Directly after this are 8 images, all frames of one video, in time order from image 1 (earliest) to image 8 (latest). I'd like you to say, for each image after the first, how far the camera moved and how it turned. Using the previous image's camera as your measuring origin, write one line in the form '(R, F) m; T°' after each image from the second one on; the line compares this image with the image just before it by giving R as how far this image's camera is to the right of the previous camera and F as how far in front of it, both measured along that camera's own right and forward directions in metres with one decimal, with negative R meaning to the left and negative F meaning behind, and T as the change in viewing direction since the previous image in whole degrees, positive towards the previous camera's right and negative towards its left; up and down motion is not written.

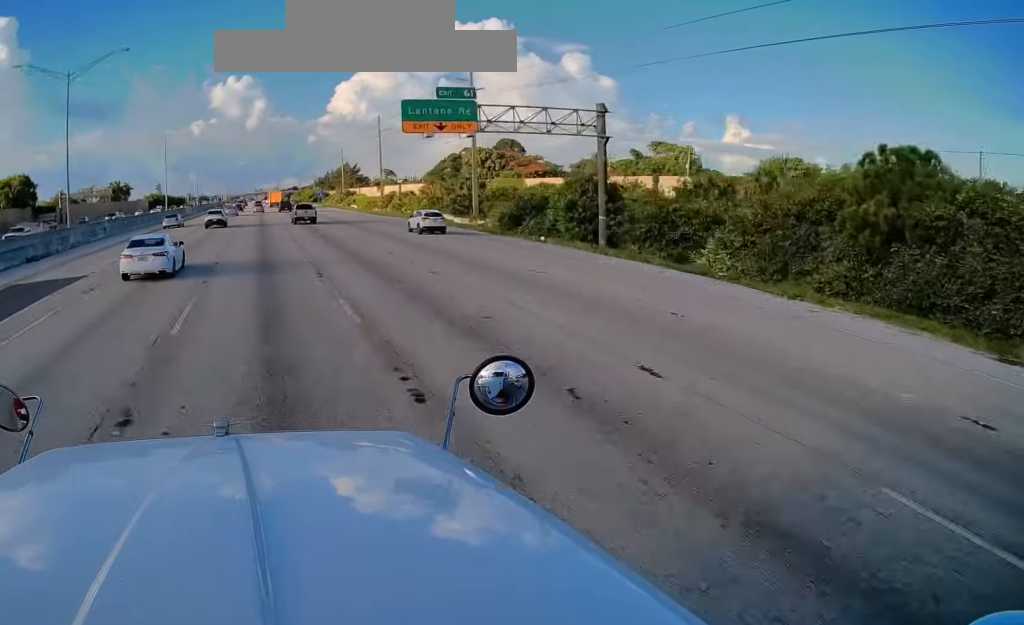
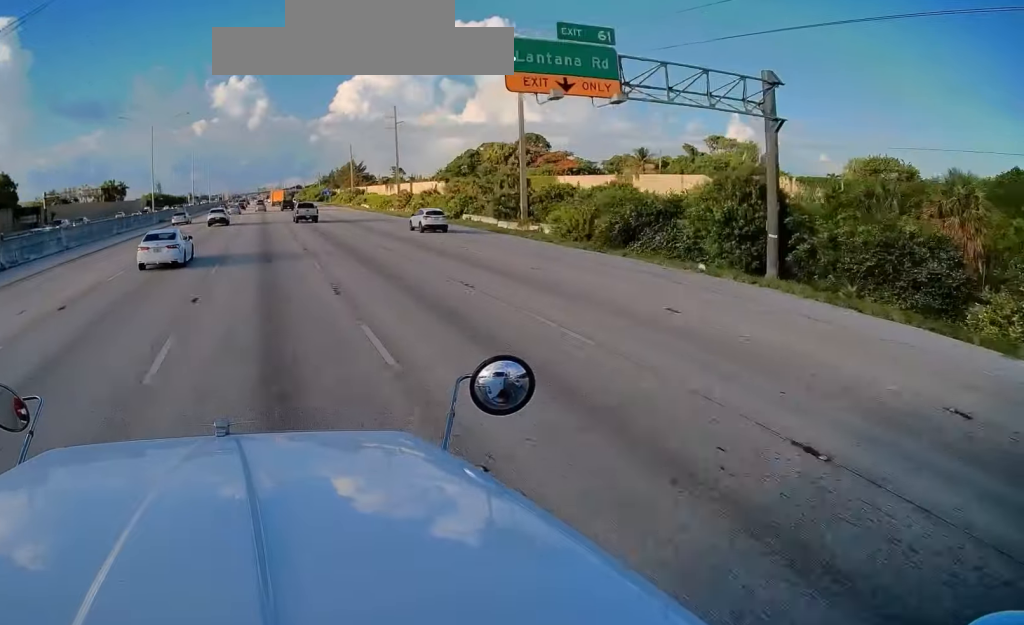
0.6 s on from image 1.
(-0.2, +15.8) m; -1°
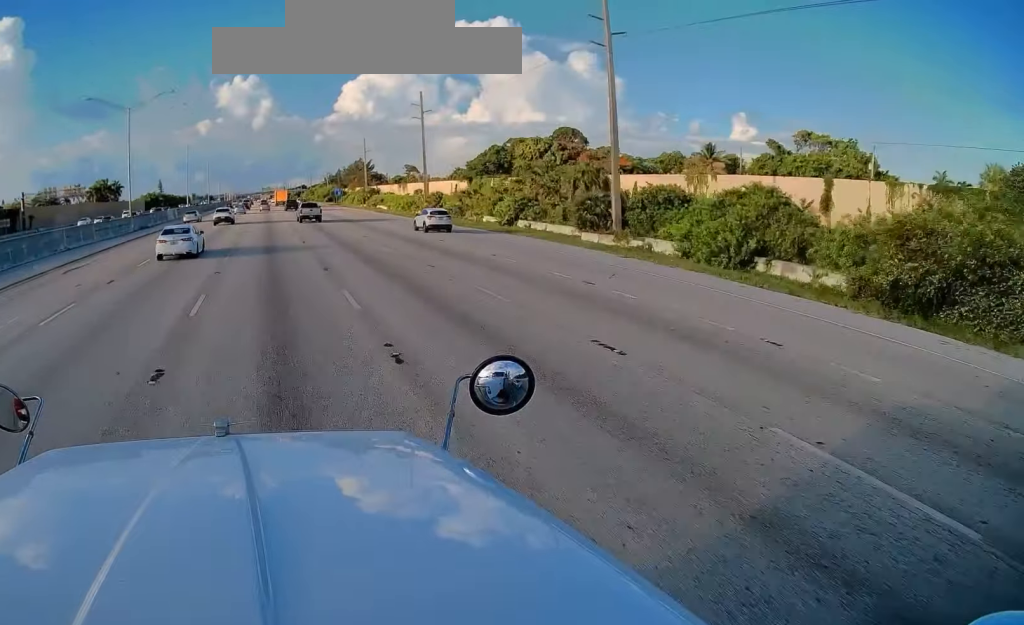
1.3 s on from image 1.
(-0.1, +18.4) m; 0°
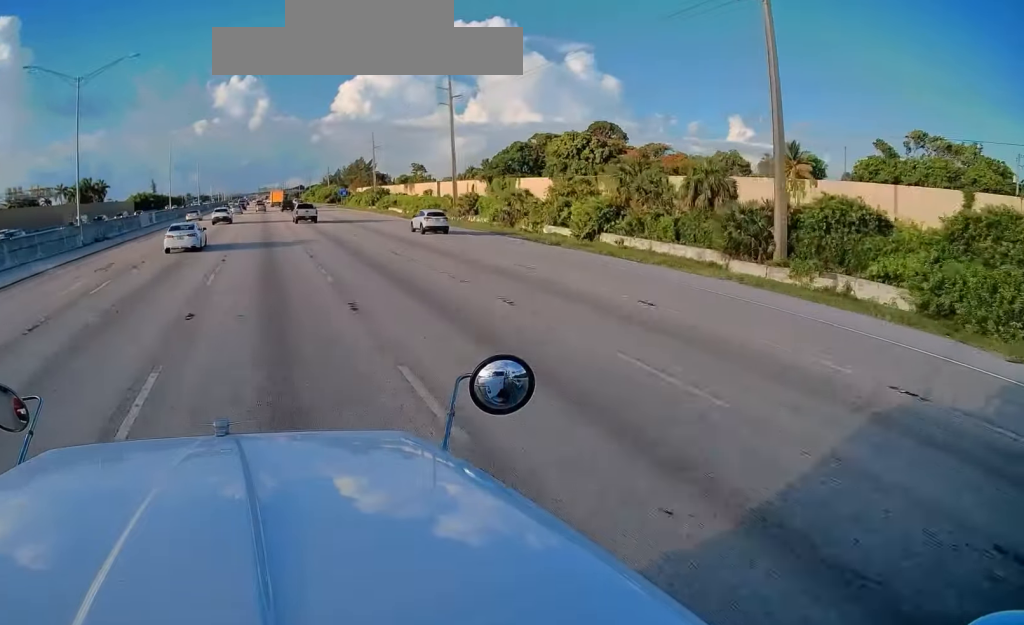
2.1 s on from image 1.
(0.0, +21.0) m; +1°
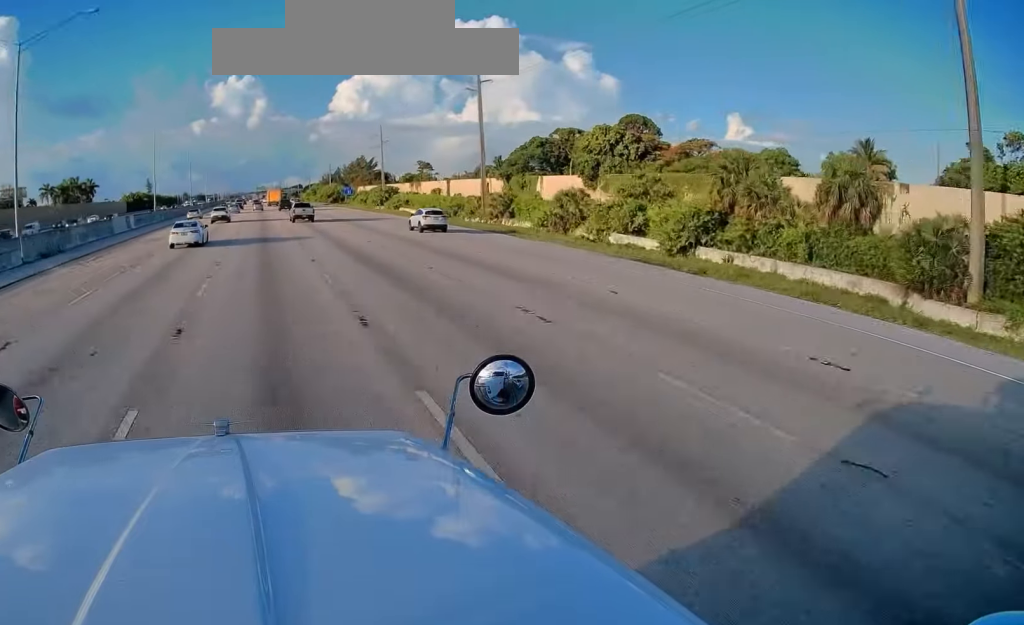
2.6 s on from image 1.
(+0.1, +14.0) m; +1°
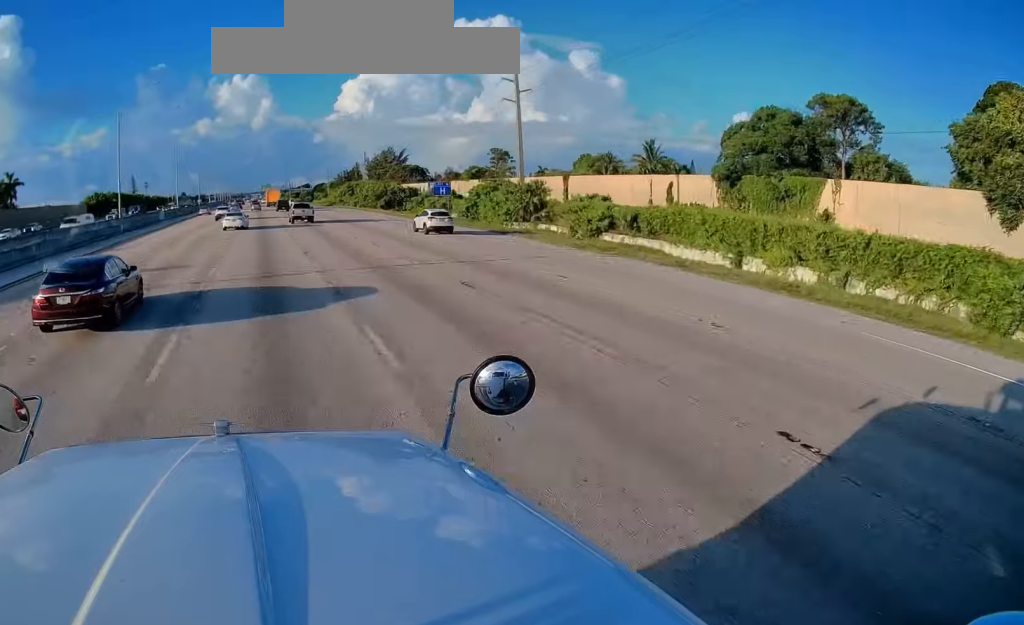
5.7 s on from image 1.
(-1.0, +79.7) m; -1°
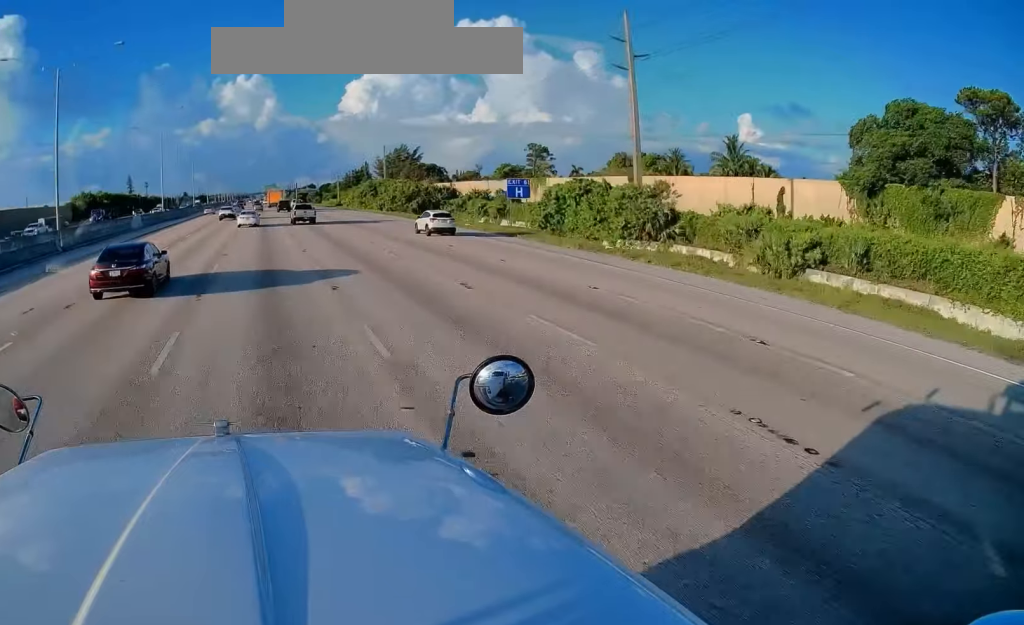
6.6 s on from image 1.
(+0.2, +23.6) m; 0°
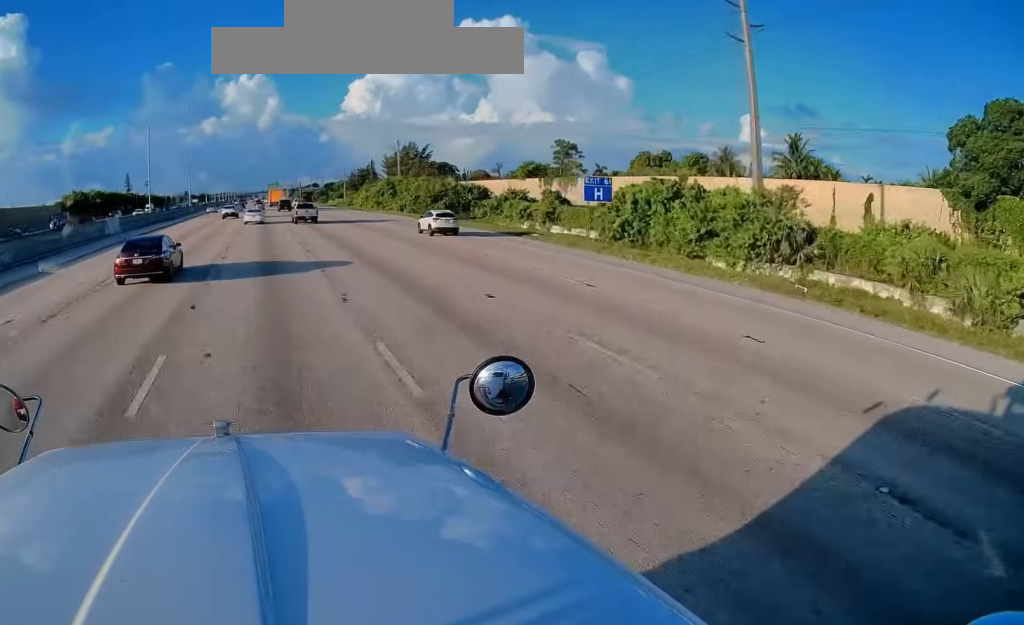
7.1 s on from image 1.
(+0.1, +13.9) m; 0°
